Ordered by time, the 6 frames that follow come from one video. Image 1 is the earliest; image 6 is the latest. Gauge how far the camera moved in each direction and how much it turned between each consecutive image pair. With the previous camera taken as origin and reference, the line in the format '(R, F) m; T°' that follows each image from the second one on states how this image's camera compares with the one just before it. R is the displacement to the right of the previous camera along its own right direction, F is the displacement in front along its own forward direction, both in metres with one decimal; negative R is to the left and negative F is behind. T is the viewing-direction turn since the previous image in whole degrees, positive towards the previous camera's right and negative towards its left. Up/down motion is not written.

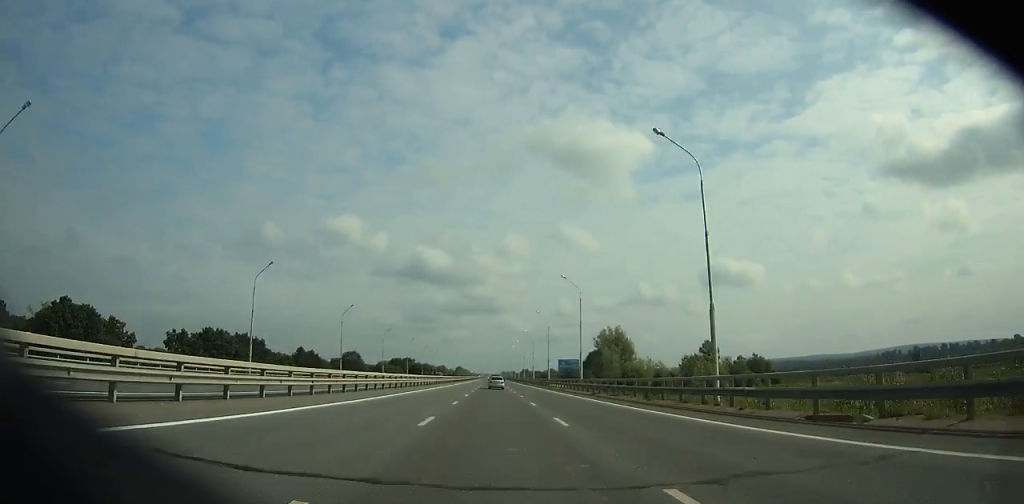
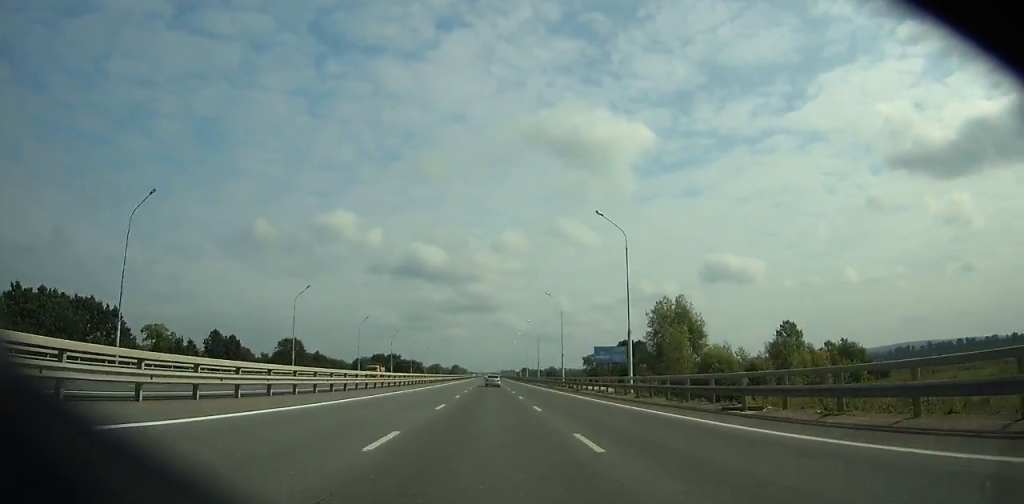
(-0.3, +64.4) m; 0°
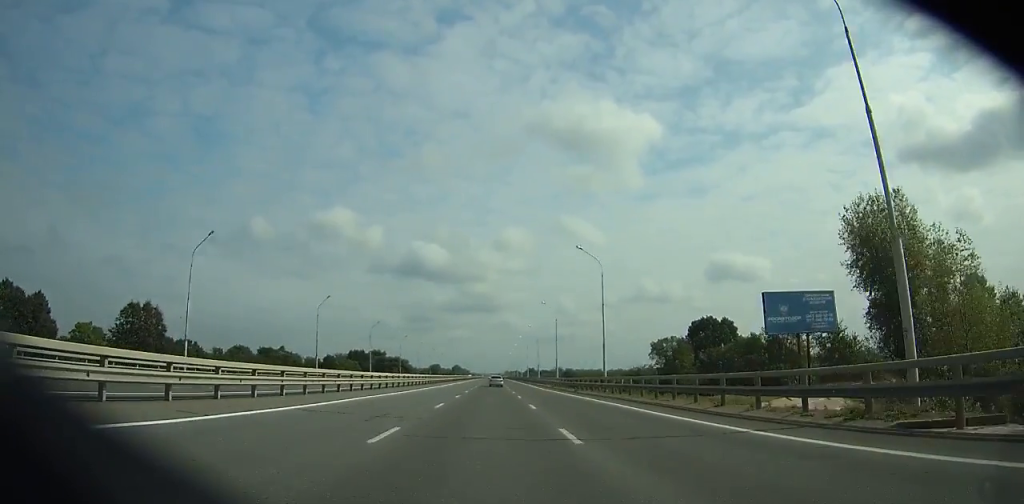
(-0.1, +70.5) m; 0°
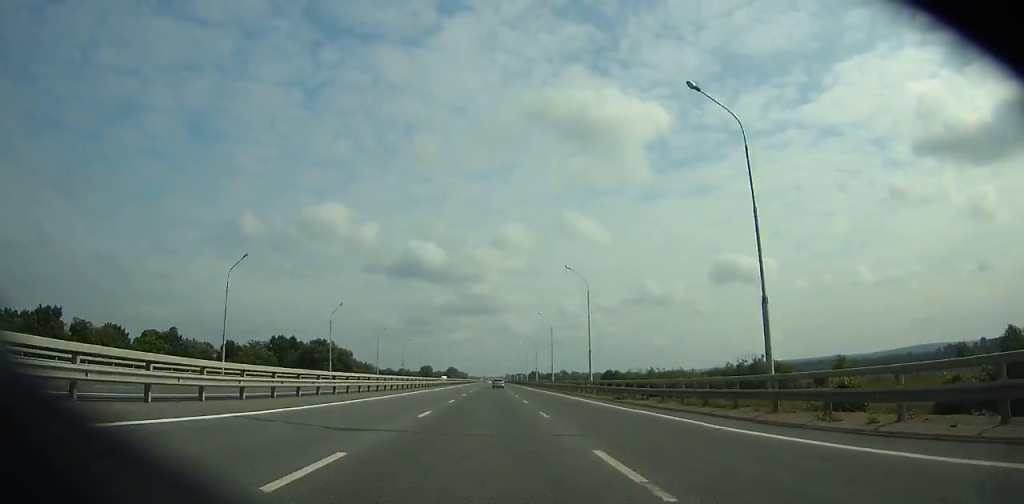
(+0.1, +112.0) m; 0°
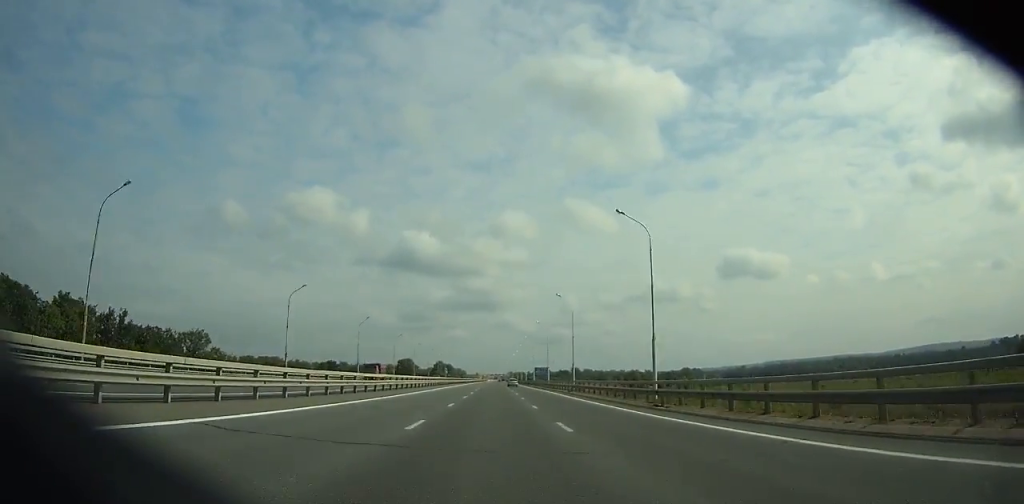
(-0.1, +181.5) m; 0°
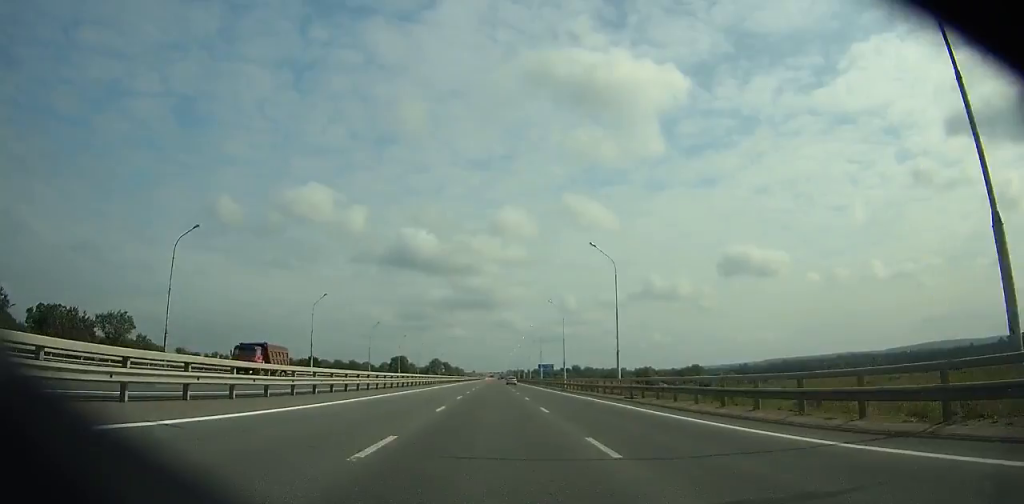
(0.0, +29.8) m; 0°
